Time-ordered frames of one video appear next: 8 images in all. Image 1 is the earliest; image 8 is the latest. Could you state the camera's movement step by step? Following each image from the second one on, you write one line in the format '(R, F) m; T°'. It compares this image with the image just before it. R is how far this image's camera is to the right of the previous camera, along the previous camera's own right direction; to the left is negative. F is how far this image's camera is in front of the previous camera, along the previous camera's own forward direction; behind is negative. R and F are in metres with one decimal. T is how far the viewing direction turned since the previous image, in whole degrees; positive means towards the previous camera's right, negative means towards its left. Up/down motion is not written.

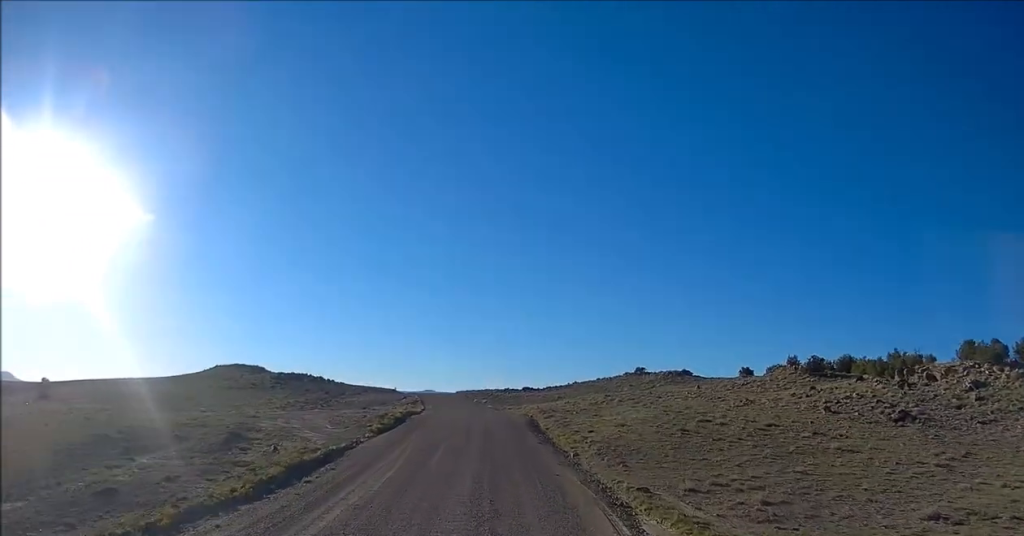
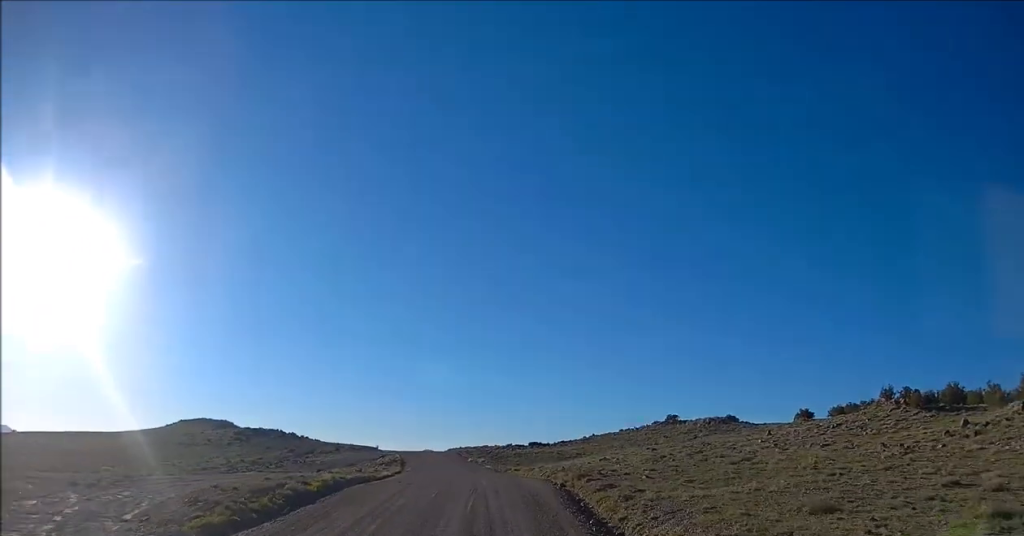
(+0.5, +23.7) m; +2°
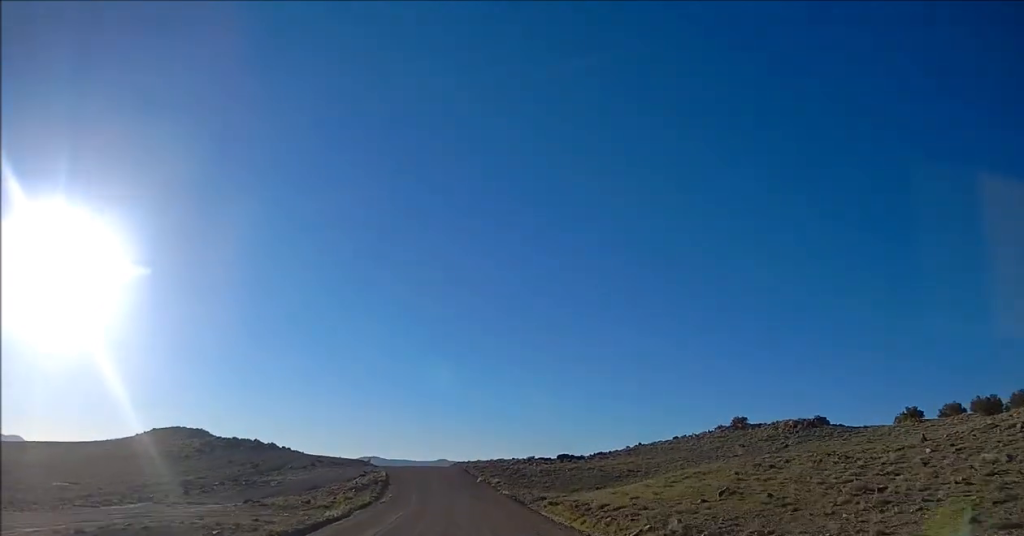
(-0.1, +23.4) m; -1°
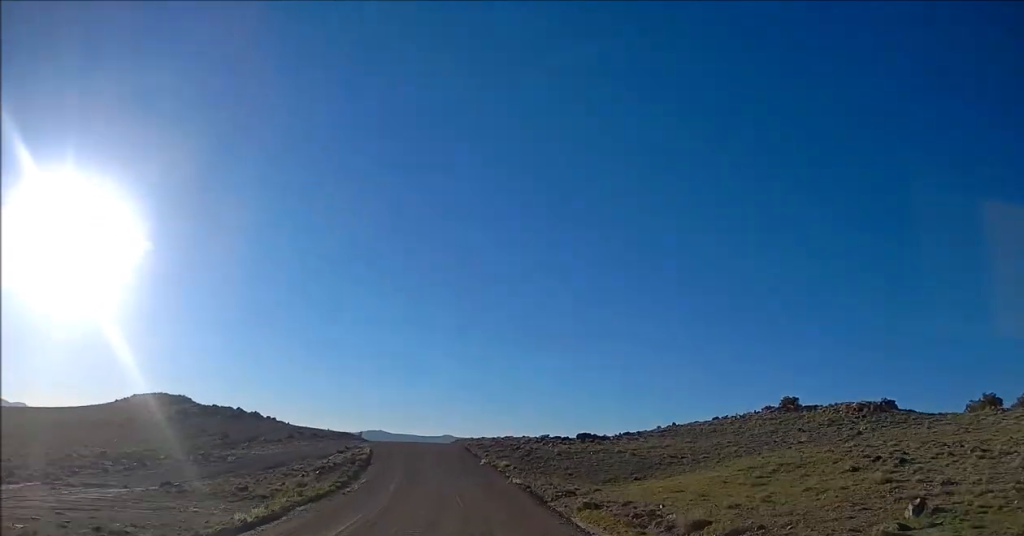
(-0.2, +11.9) m; -1°
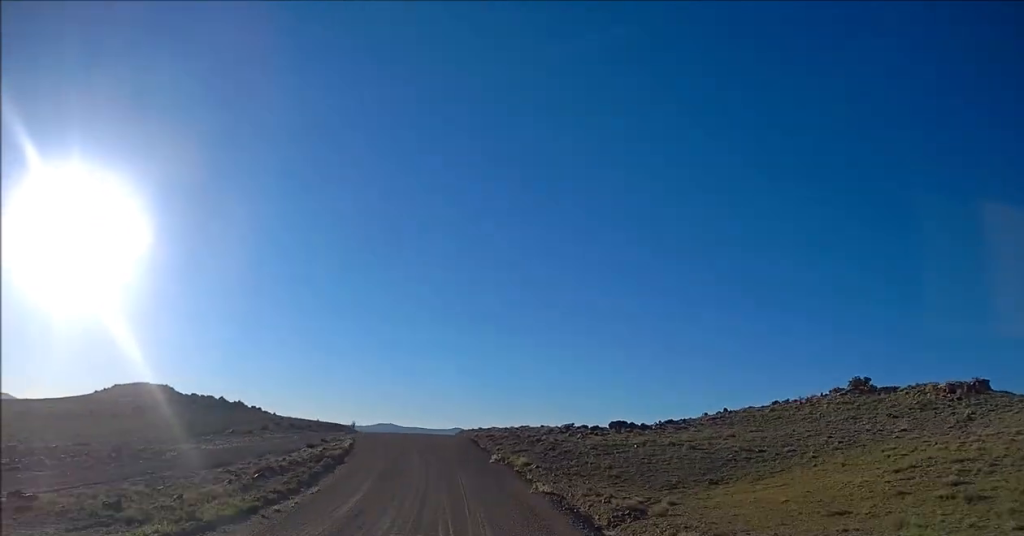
(+0.1, +11.8) m; -2°
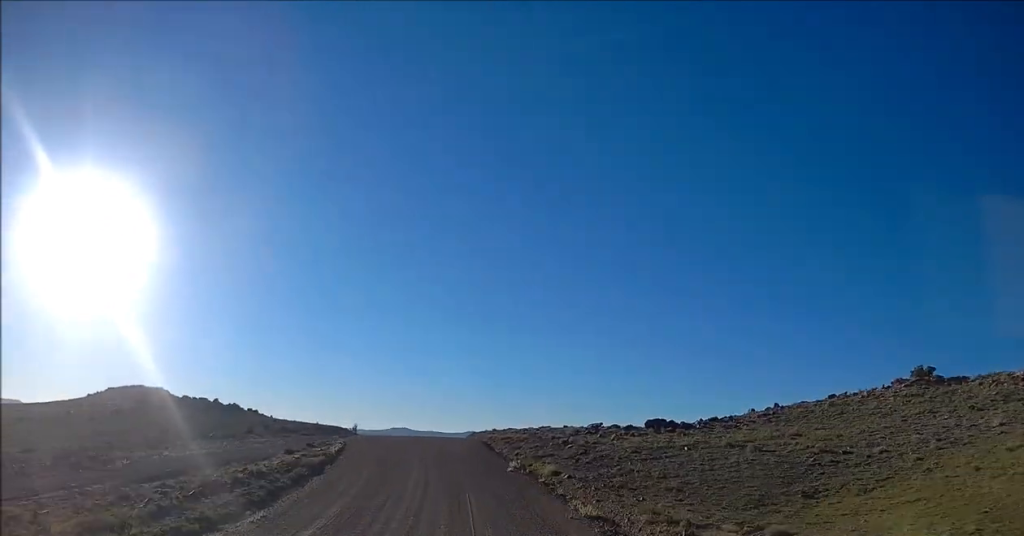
(-0.2, +7.9) m; -2°
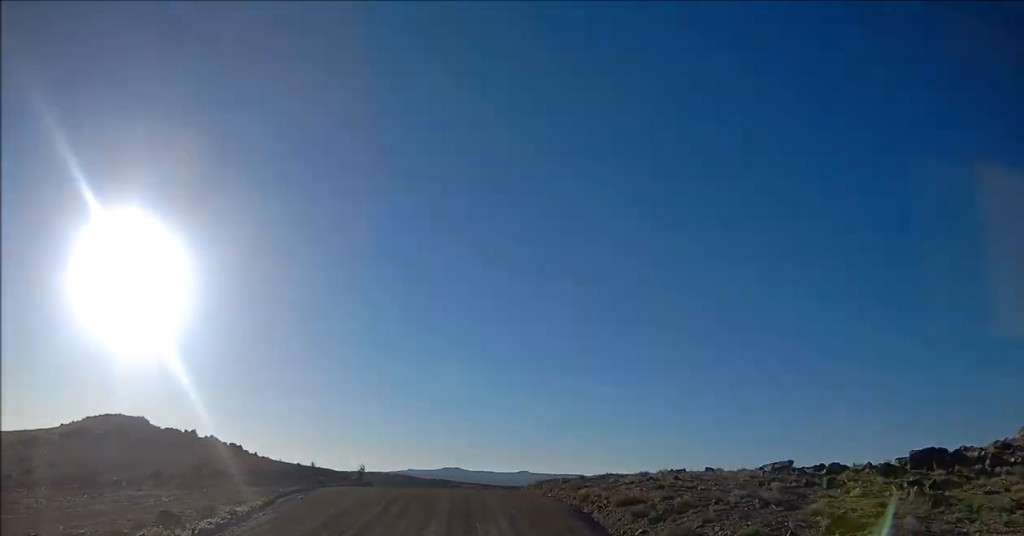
(-1.4, +24.8) m; -4°
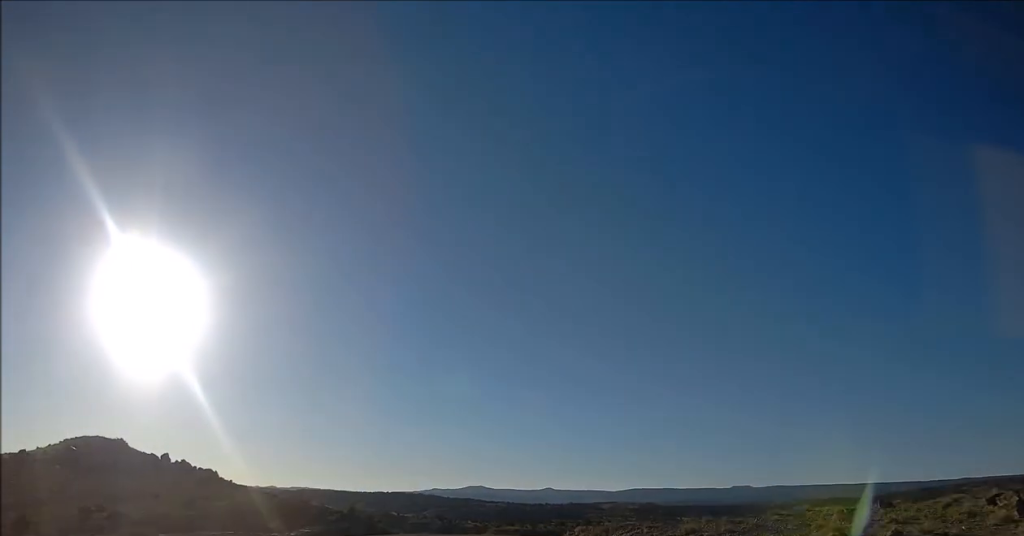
(+0.1, +12.1) m; -2°
